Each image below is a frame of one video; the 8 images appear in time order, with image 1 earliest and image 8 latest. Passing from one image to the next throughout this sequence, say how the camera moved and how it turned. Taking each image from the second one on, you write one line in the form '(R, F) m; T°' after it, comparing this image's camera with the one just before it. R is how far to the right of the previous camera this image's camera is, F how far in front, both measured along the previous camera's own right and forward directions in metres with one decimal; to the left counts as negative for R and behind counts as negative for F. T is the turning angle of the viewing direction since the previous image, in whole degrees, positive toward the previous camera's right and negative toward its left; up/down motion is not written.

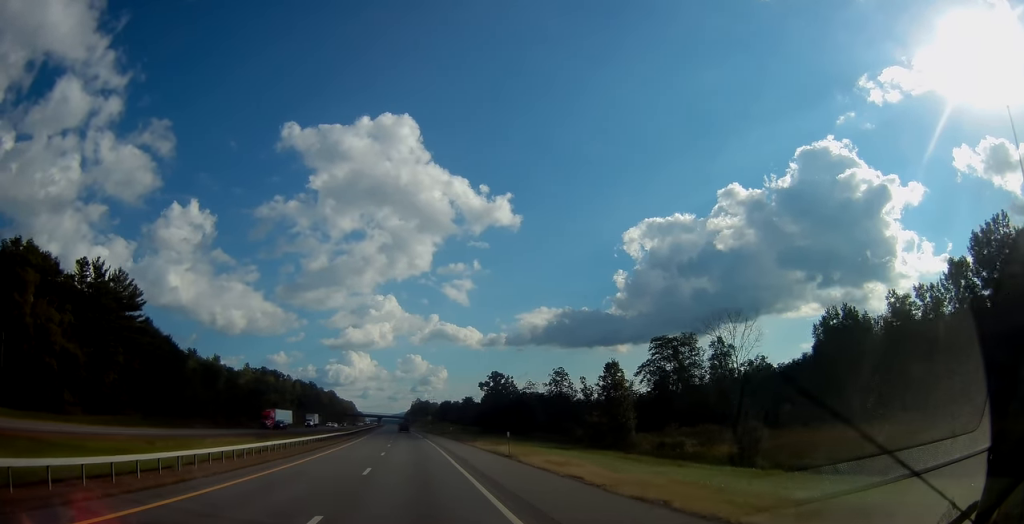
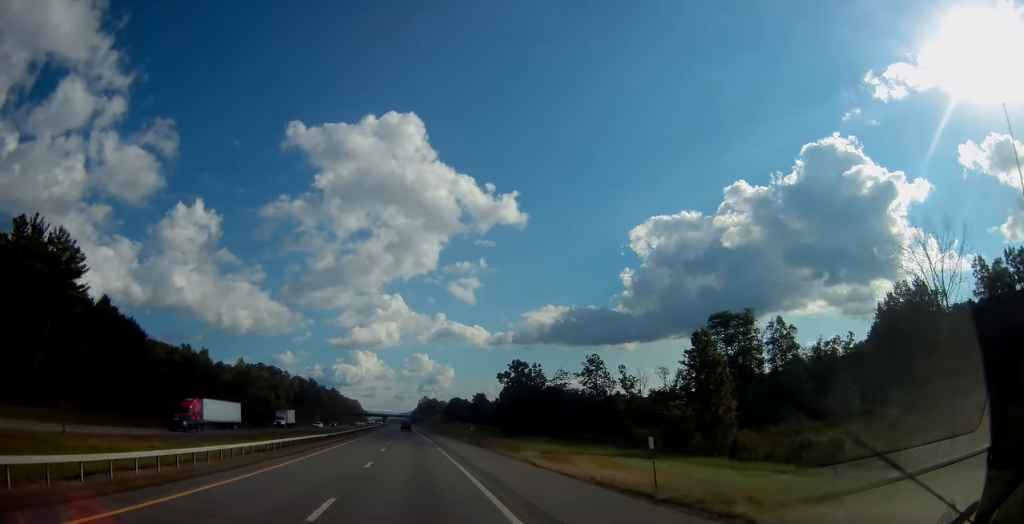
(-0.2, +22.1) m; -1°
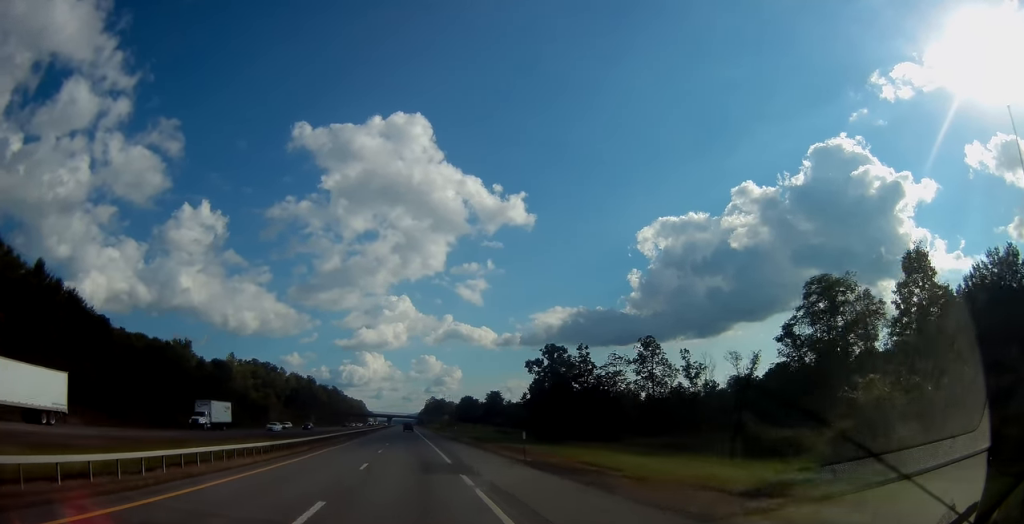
(-0.1, +25.0) m; -1°
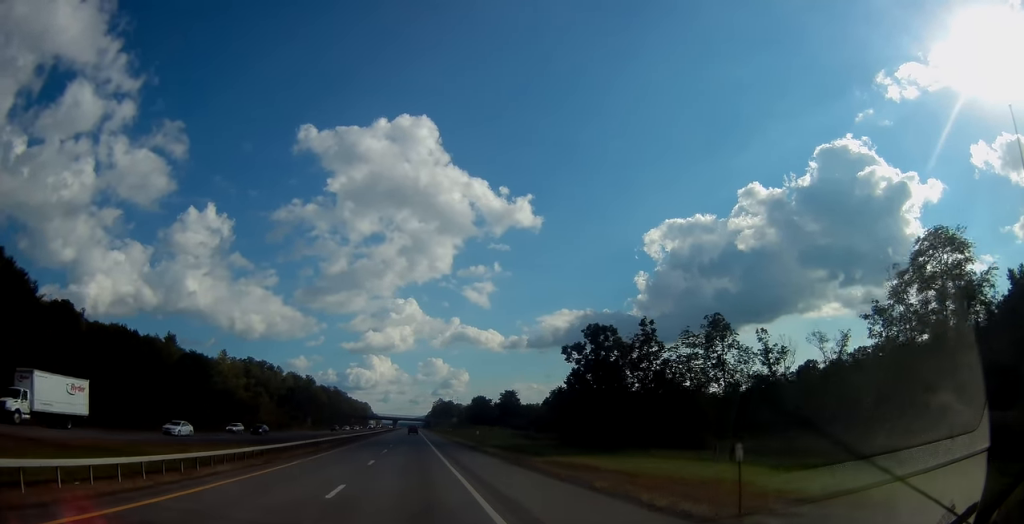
(0.0, +20.2) m; -1°
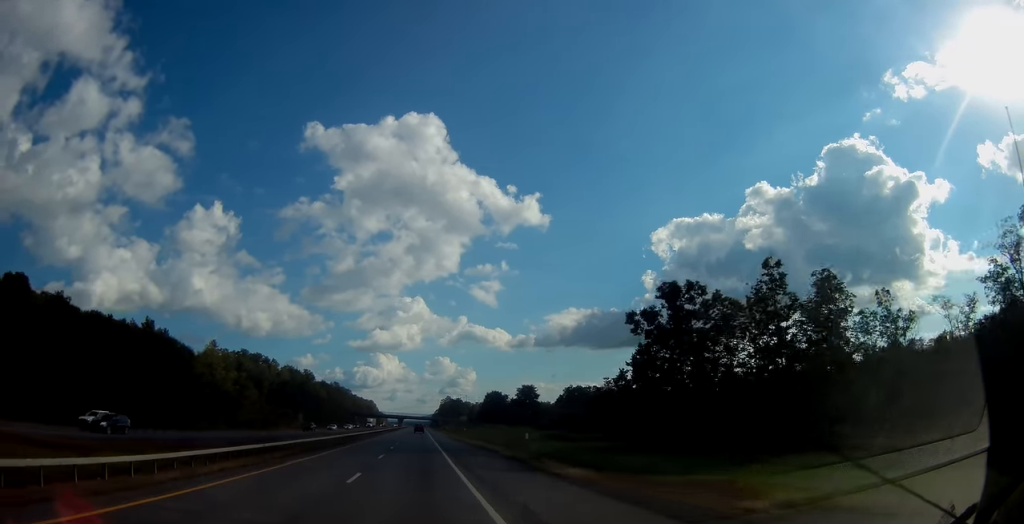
(-0.2, +21.2) m; -1°
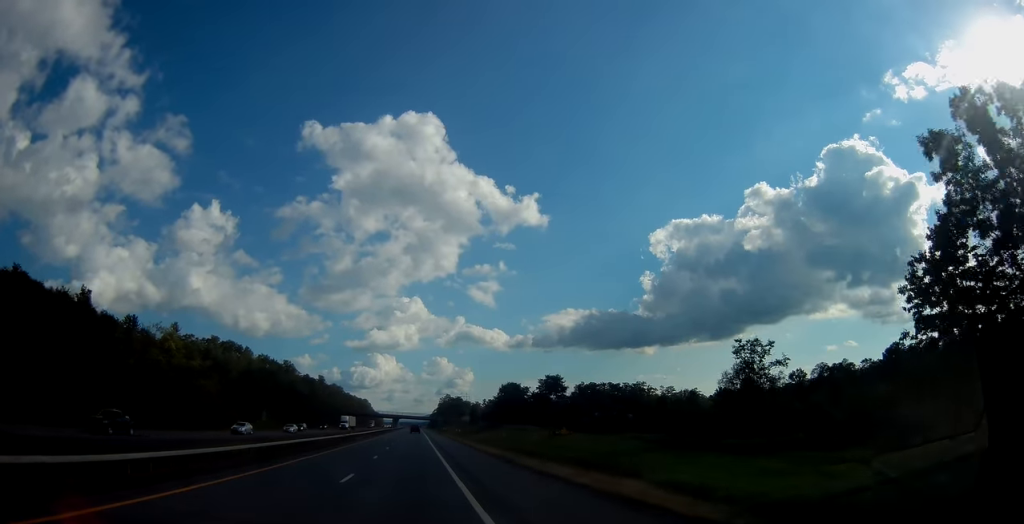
(-0.4, +36.5) m; 0°
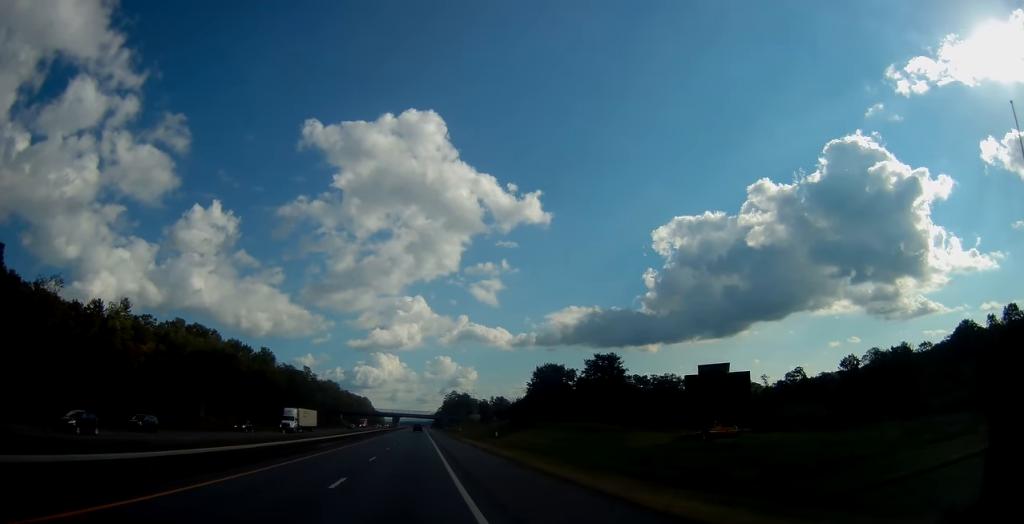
(+0.4, +38.5) m; 0°
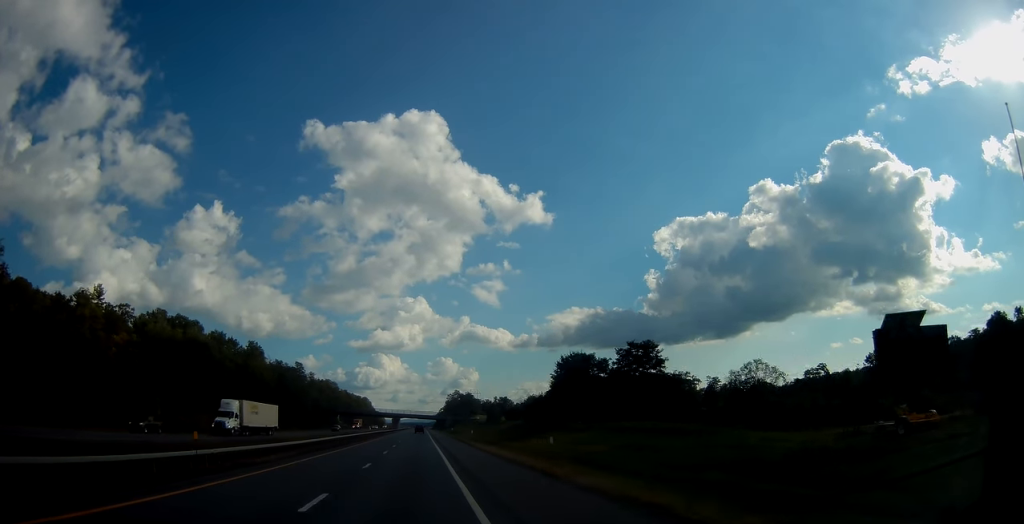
(0.0, +16.3) m; 0°
